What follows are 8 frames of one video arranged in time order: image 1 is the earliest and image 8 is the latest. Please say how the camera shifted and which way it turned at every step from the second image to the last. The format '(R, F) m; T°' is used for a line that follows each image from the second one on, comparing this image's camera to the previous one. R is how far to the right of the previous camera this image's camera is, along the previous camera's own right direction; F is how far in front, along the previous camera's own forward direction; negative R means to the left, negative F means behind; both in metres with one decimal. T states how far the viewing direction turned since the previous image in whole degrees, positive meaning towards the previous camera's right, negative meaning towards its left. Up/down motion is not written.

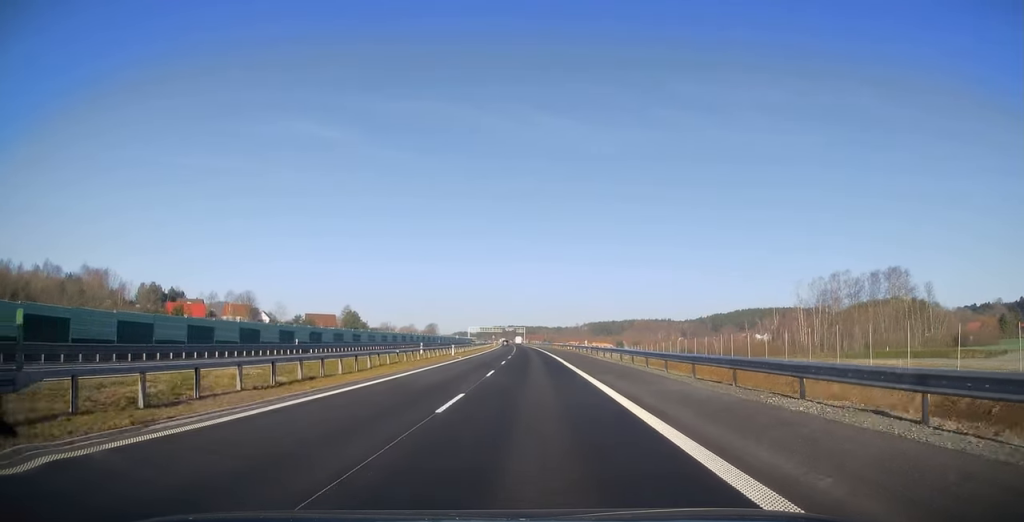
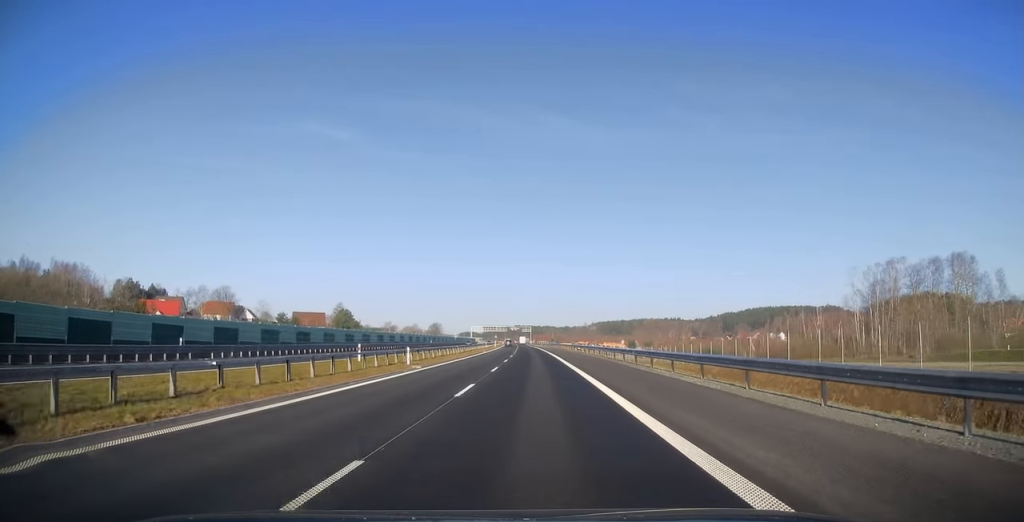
(-0.1, +20.8) m; -1°
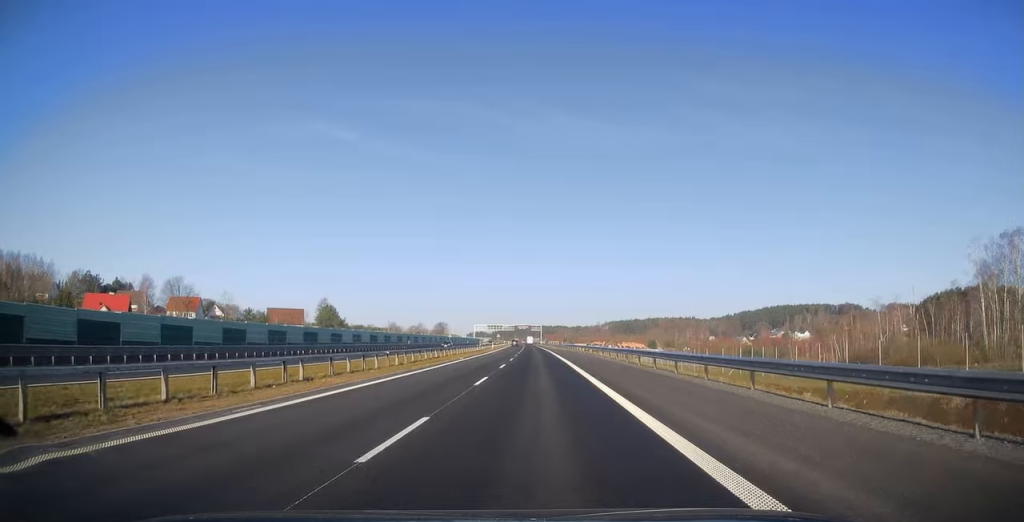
(-0.2, +32.0) m; -1°
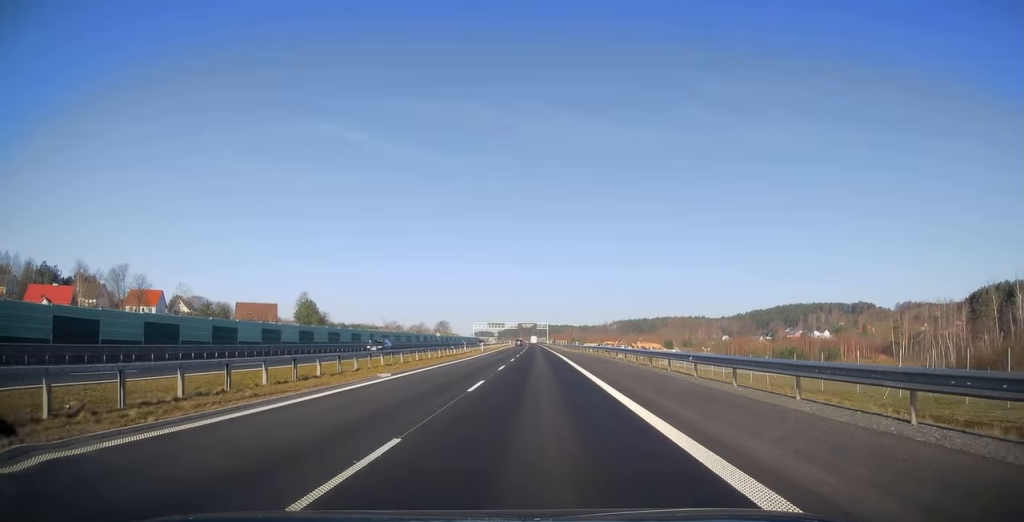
(-0.1, +26.4) m; -1°
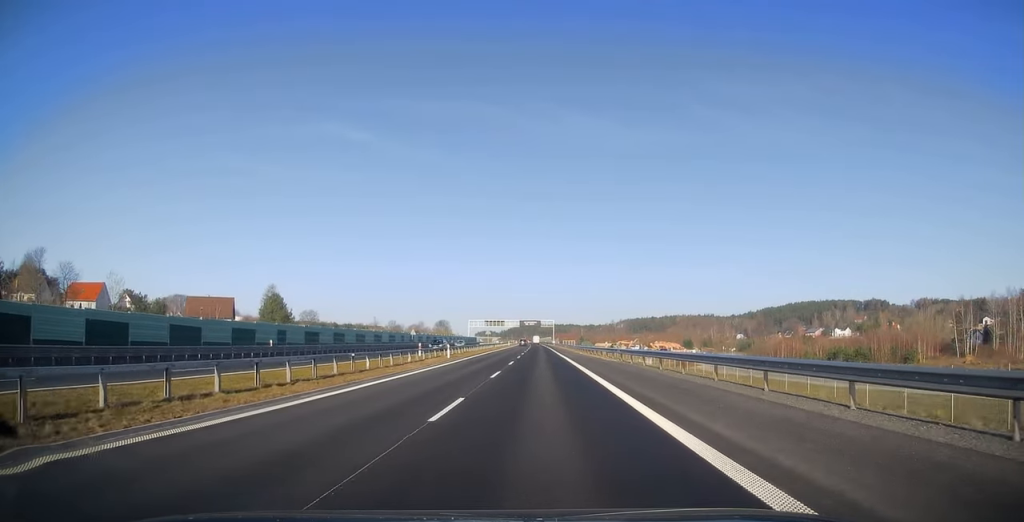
(-0.3, +29.9) m; -1°
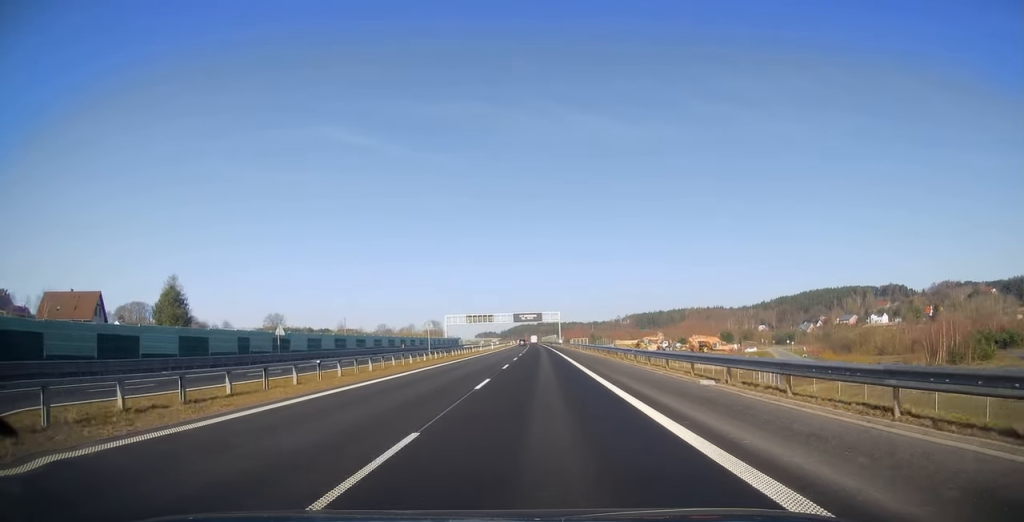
(0.0, +53.3) m; 0°
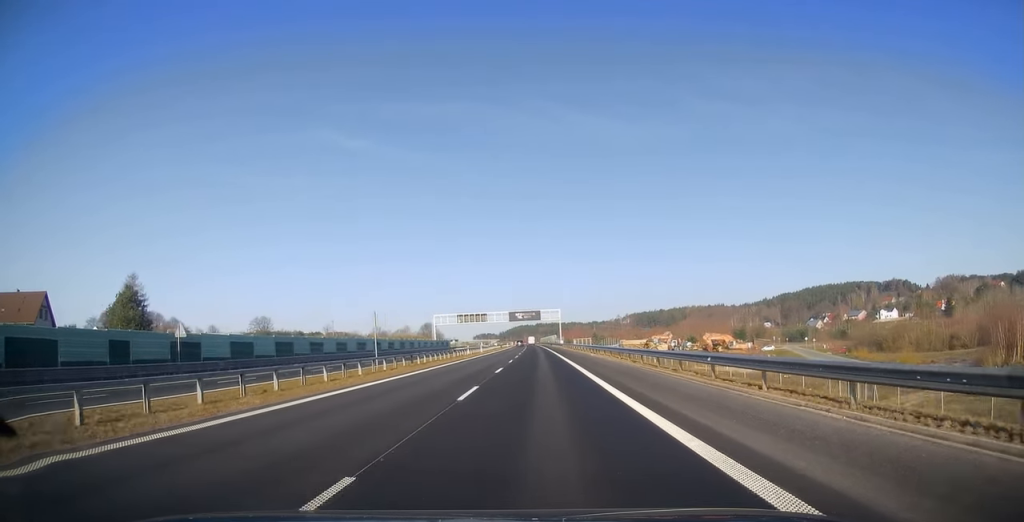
(0.0, +14.8) m; 0°
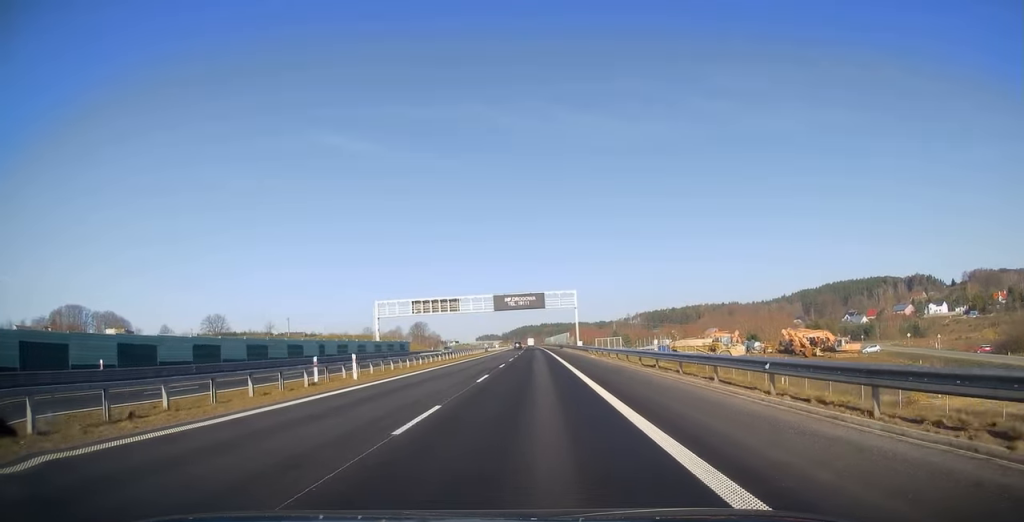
(-0.5, +53.0) m; 0°
